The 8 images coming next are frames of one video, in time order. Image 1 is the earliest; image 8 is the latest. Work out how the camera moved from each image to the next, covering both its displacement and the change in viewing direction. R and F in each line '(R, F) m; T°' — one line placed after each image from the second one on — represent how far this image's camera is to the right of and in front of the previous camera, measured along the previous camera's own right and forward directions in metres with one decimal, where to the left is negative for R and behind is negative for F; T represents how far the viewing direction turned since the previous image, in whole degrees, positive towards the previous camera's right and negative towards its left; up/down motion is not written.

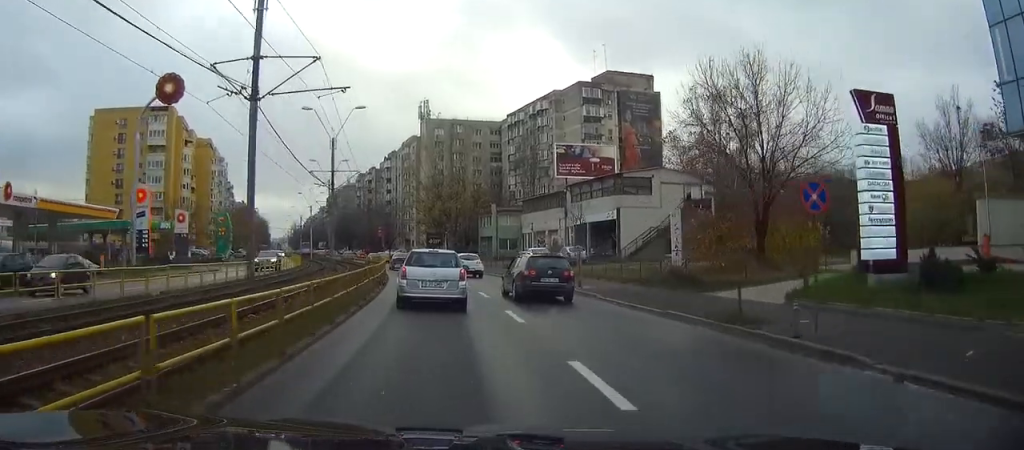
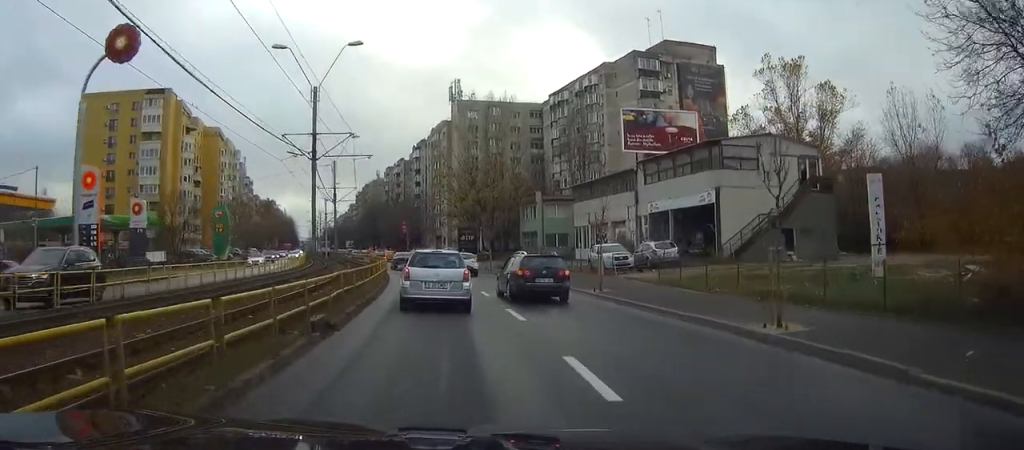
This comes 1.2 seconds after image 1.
(-0.5, +16.4) m; -3°
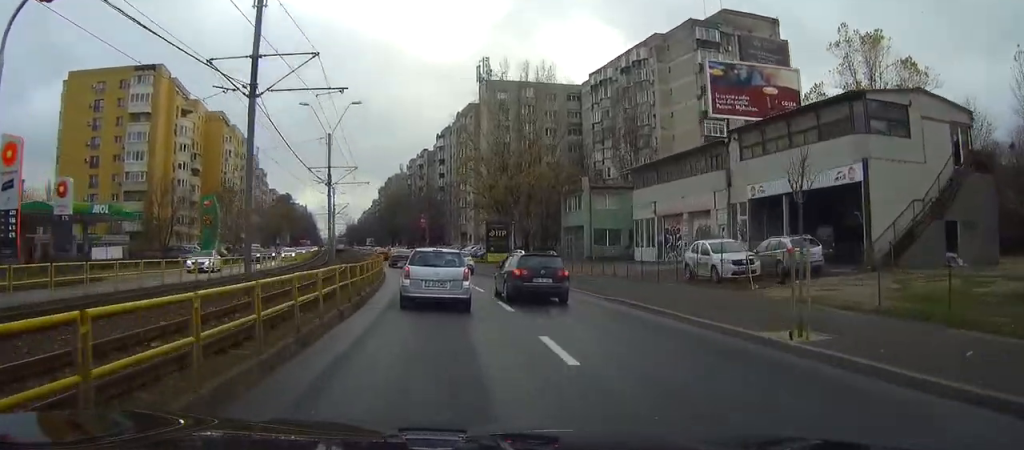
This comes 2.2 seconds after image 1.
(-0.2, +14.4) m; -2°
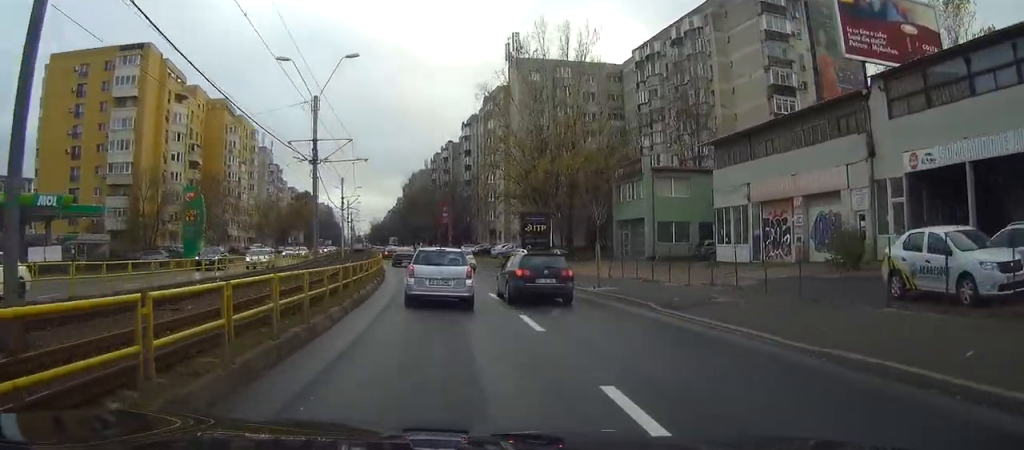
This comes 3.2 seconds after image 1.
(-0.2, +13.0) m; -1°
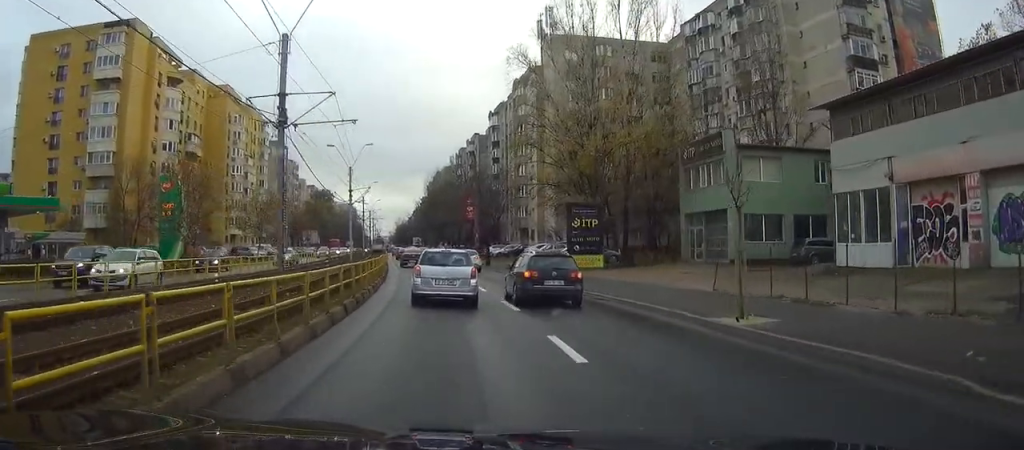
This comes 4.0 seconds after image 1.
(-0.1, +11.9) m; -1°
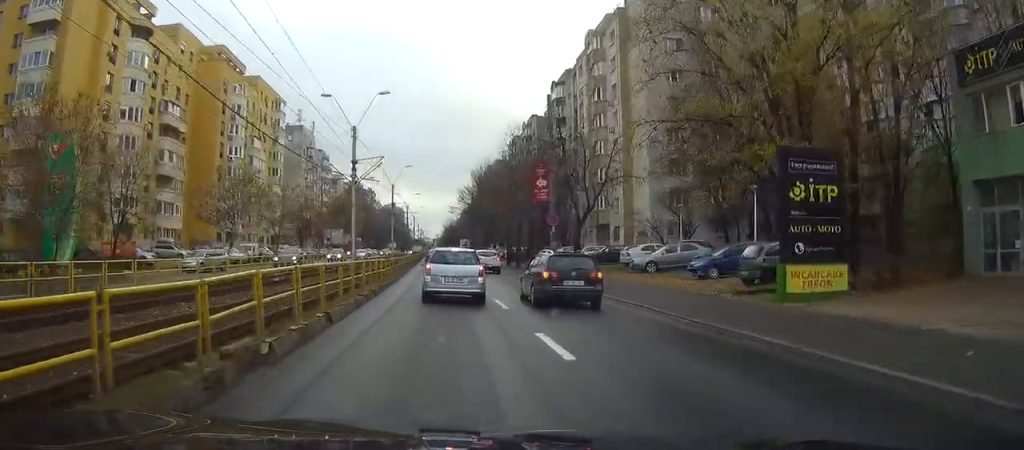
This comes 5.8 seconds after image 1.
(-0.9, +24.6) m; -4°
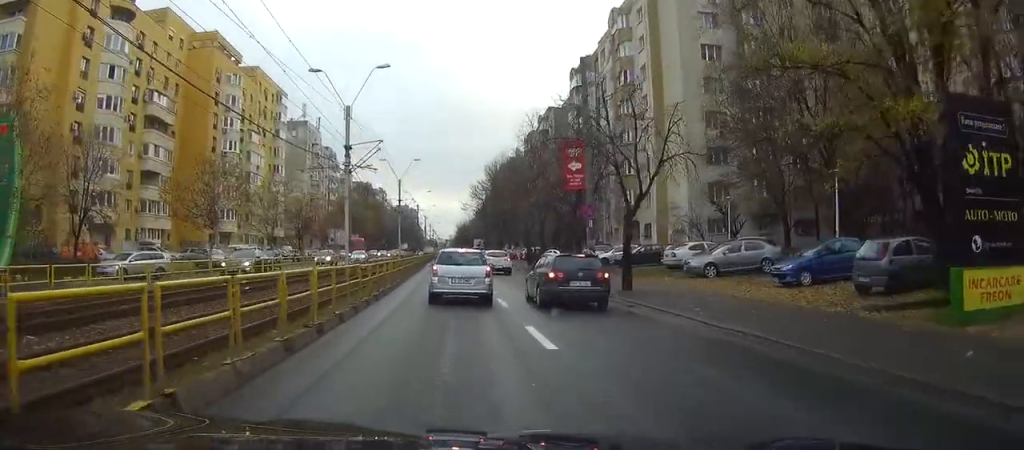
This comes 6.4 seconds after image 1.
(0.0, +7.3) m; -1°
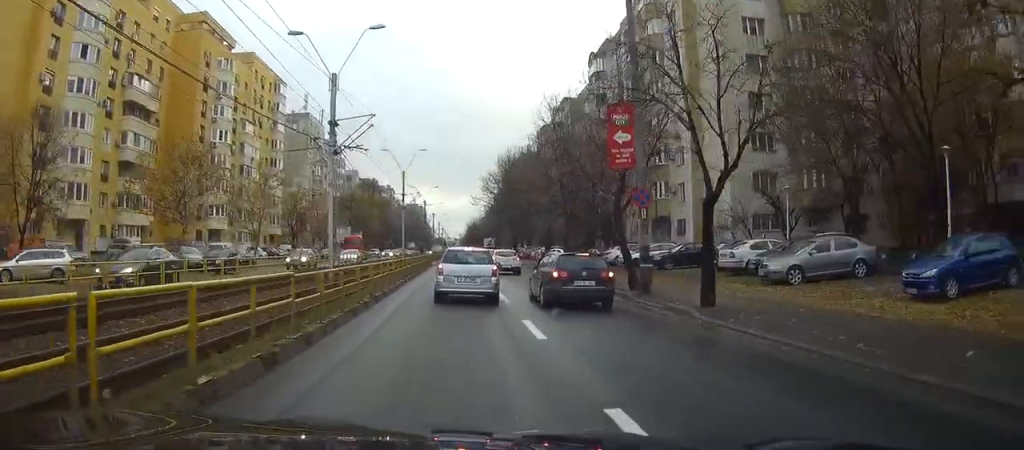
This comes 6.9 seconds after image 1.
(-0.1, +7.3) m; -1°
